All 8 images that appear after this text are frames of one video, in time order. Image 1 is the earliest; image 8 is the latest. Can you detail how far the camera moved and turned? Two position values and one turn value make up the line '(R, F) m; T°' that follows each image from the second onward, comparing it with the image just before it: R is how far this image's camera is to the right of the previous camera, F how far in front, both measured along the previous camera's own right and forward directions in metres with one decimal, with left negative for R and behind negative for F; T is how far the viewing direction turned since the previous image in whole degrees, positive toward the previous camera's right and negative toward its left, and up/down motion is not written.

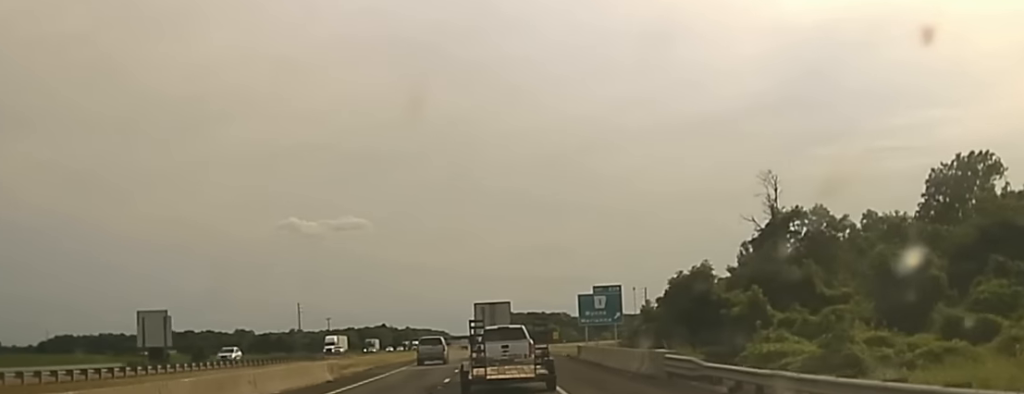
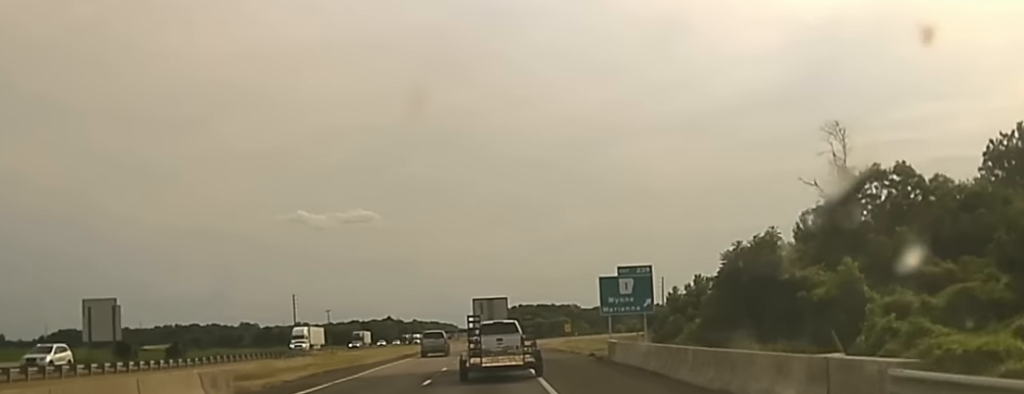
(-0.5, +19.1) m; 0°
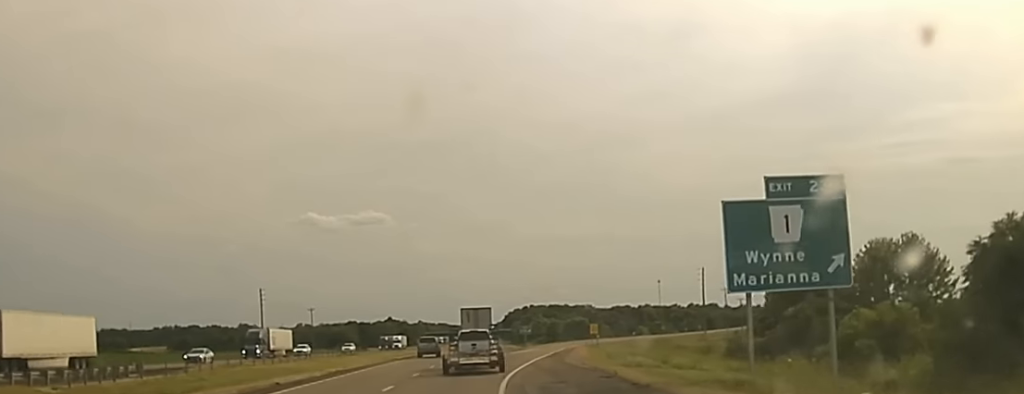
(0.0, +46.8) m; 0°
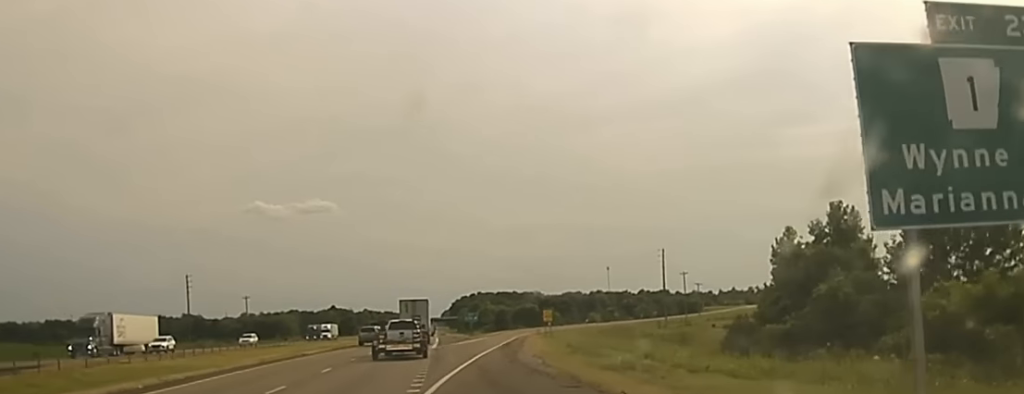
(+0.1, +17.0) m; +1°
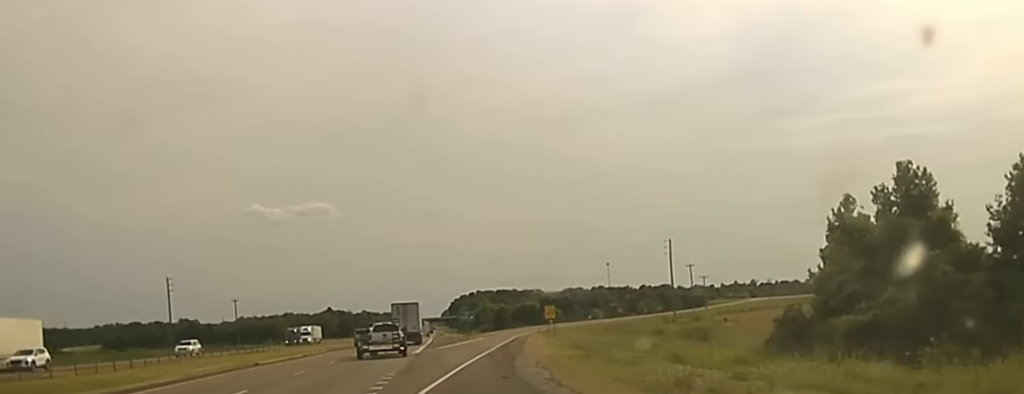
(+0.1, +12.1) m; +1°
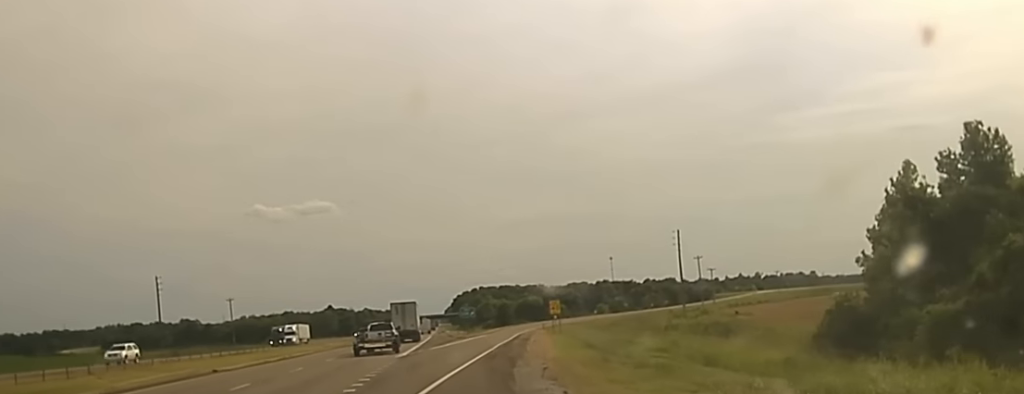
(+0.1, +8.2) m; 0°
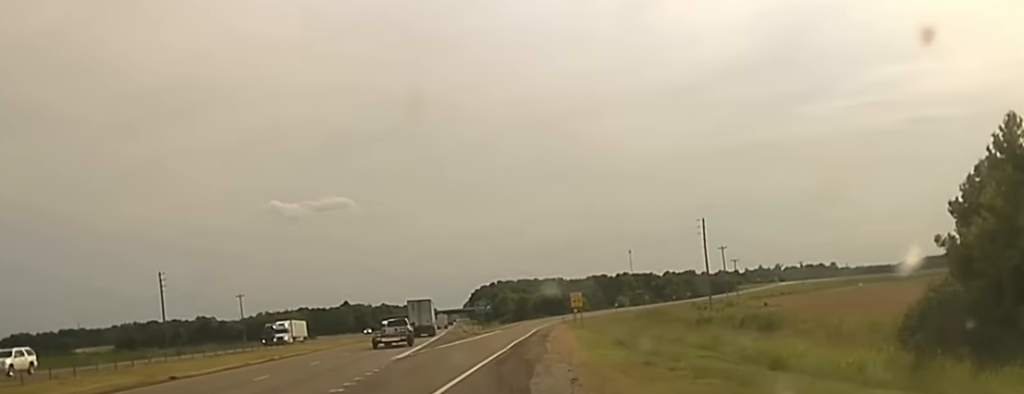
(0.0, +8.8) m; 0°
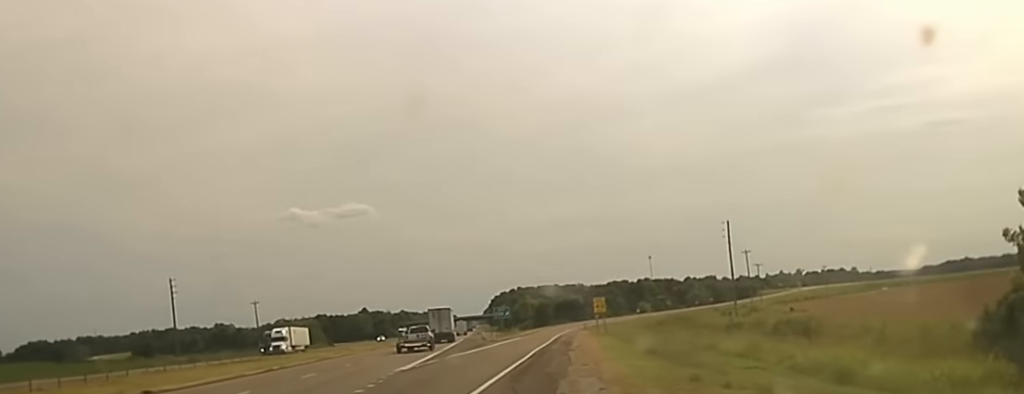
(+0.1, +4.8) m; -1°
